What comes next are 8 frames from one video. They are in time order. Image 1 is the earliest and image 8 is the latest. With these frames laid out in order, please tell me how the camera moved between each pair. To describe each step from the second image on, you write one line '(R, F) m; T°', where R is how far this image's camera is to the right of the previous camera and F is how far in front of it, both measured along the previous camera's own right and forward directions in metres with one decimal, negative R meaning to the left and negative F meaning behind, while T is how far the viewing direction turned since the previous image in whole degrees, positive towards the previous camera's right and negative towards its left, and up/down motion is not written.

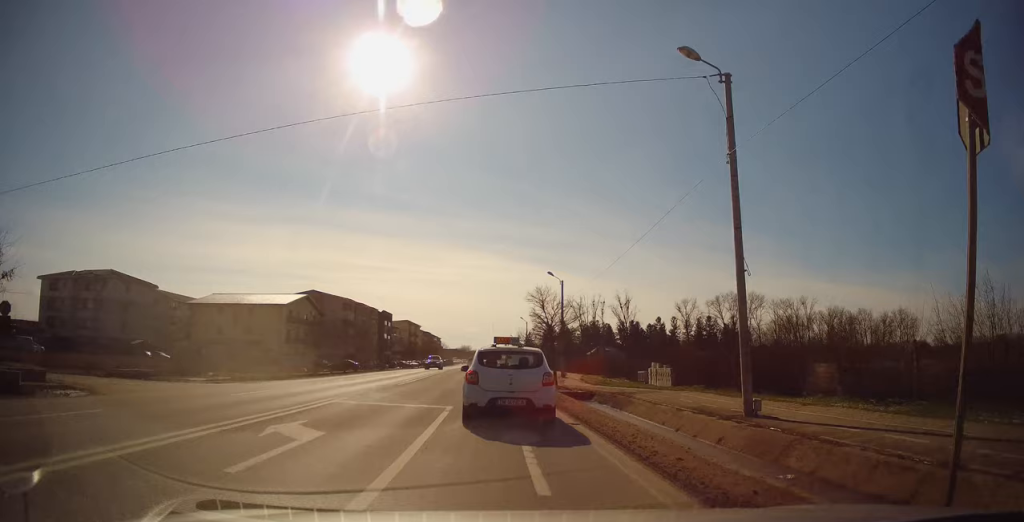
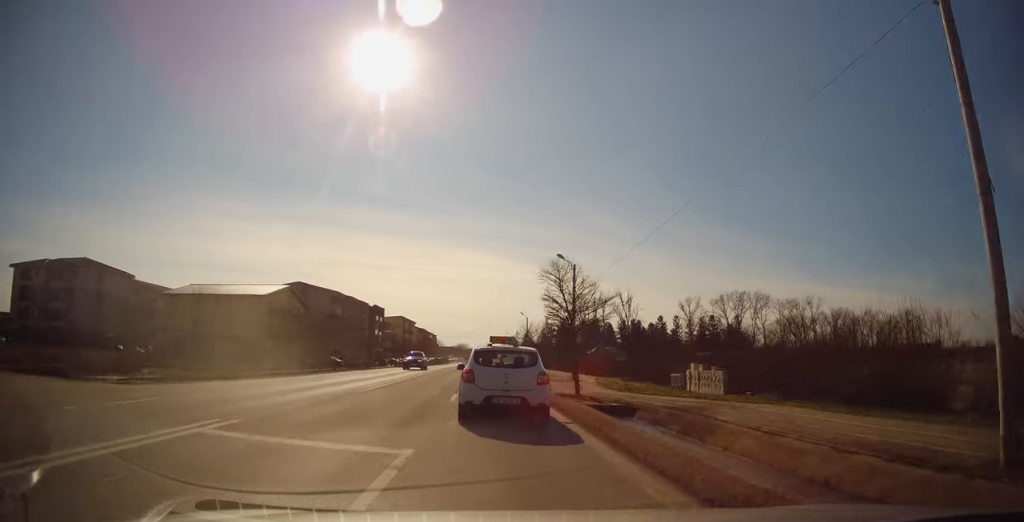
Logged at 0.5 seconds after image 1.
(0.0, +6.8) m; 0°
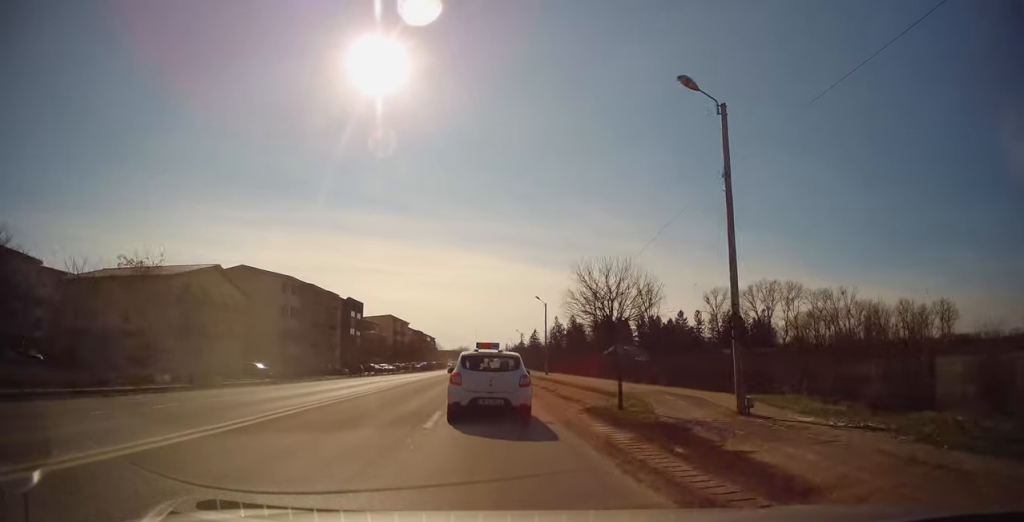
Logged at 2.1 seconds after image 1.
(0.0, +23.4) m; 0°
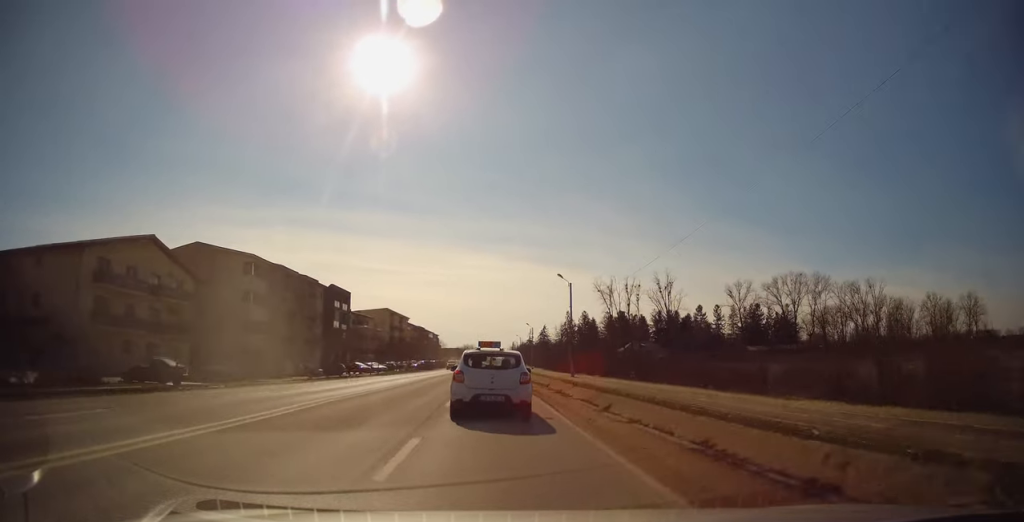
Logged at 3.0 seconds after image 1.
(-0.1, +13.9) m; -1°
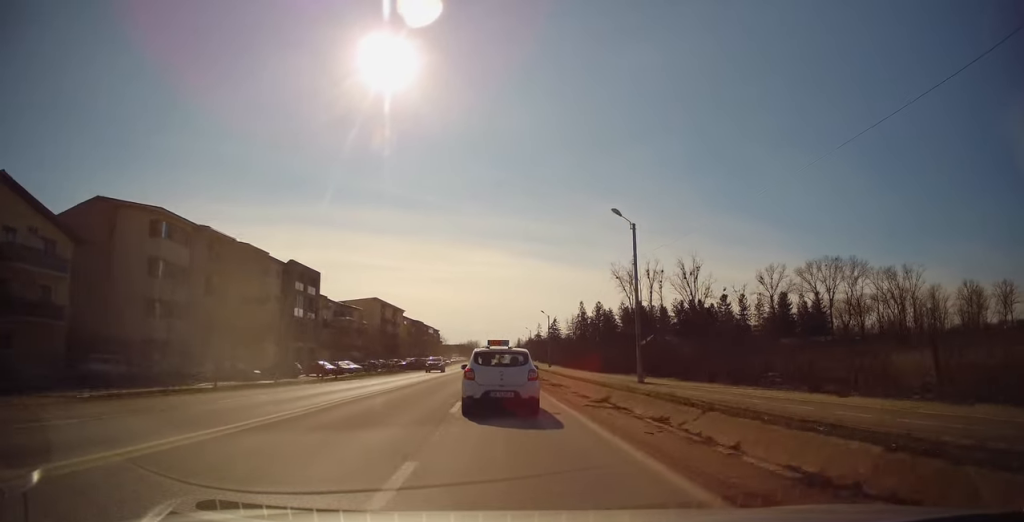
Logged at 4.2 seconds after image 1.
(-0.2, +18.5) m; +1°
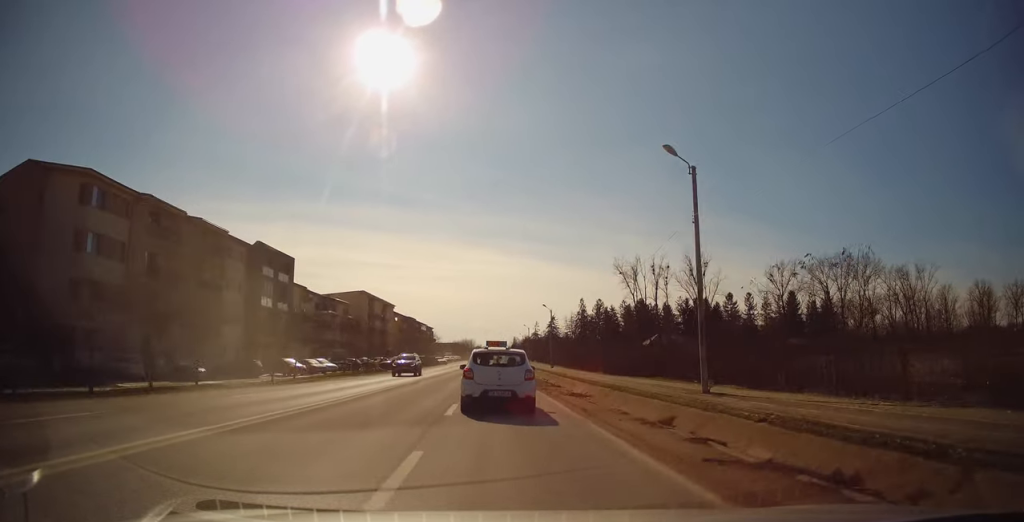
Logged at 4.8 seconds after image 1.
(+0.1, +8.5) m; +1°
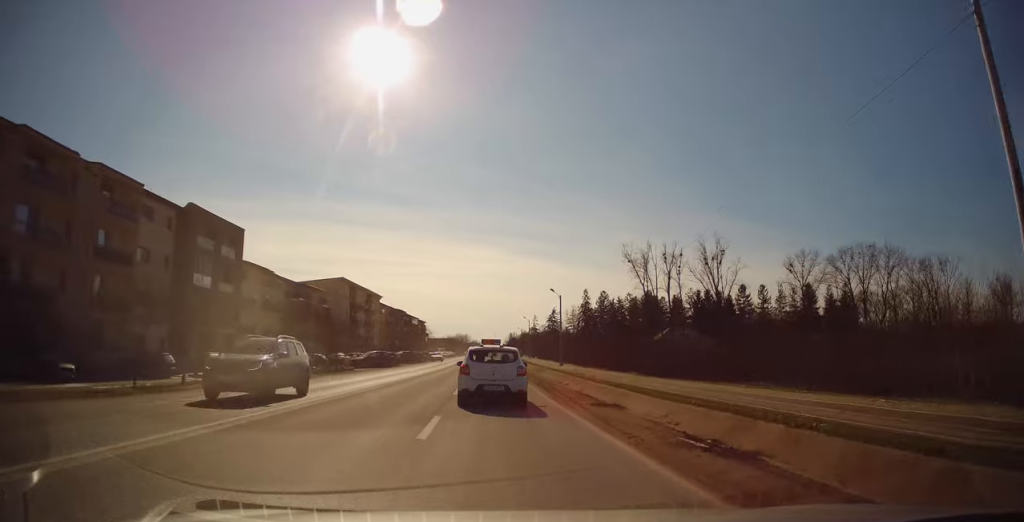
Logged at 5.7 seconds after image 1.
(0.0, +13.0) m; 0°
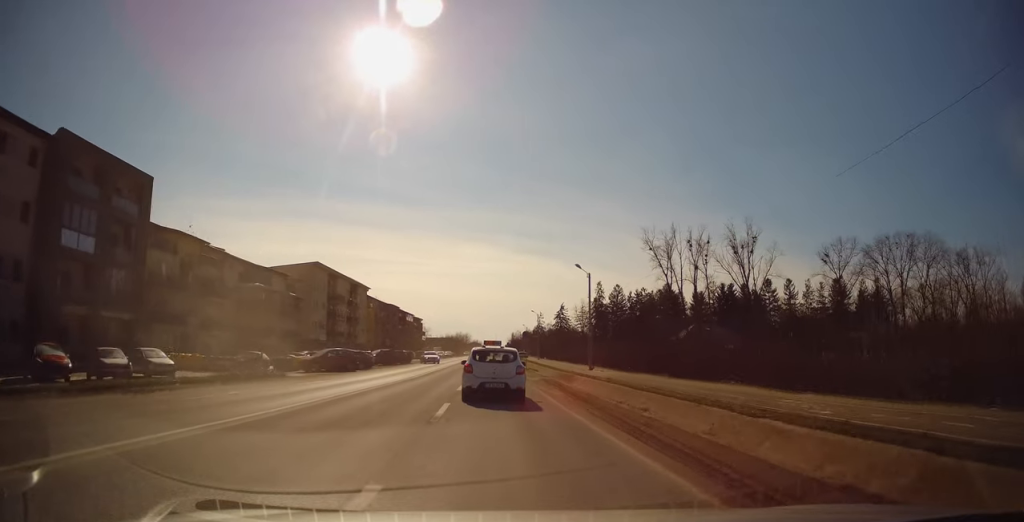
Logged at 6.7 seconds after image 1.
(-0.1, +16.0) m; -1°
